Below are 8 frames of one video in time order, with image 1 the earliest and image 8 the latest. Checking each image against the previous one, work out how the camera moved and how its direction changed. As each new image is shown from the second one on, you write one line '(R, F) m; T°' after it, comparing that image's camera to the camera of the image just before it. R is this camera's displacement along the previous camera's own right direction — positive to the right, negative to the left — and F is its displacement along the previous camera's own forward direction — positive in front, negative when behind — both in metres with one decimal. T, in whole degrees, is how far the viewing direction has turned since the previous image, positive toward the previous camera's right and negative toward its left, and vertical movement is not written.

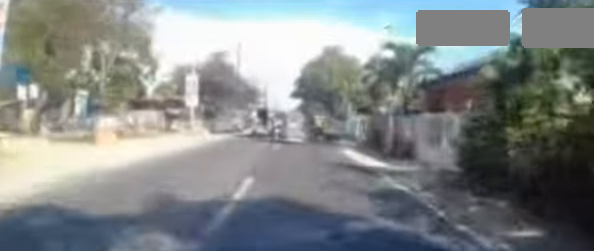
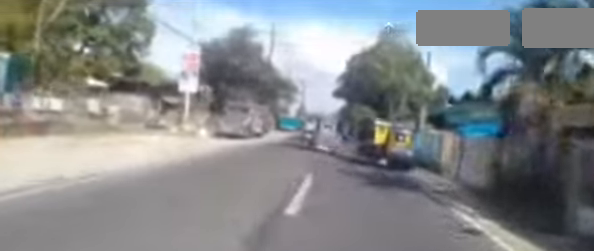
(0.0, +8.2) m; -1°
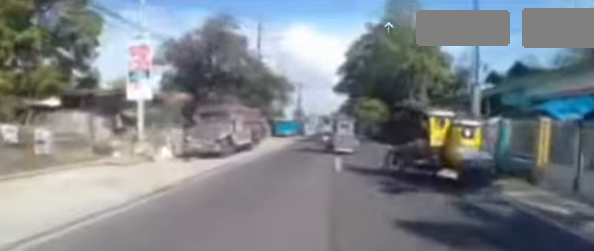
(0.0, +4.9) m; -3°
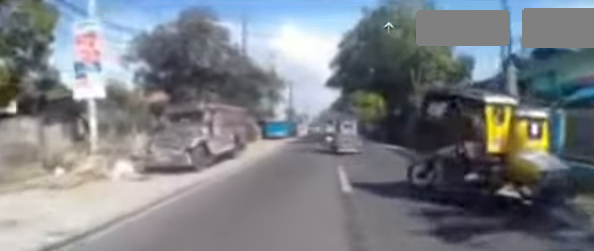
(-0.2, +2.5) m; +1°
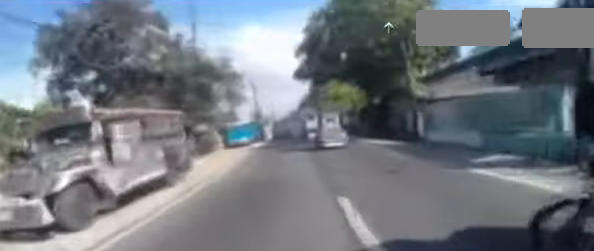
(-0.2, +4.0) m; +4°
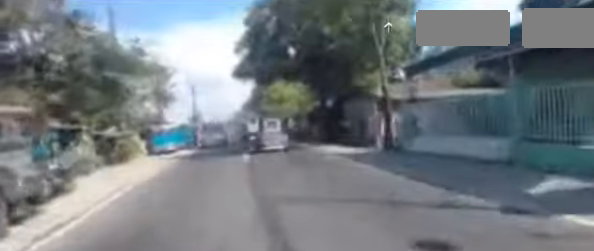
(+0.3, +3.4) m; +7°
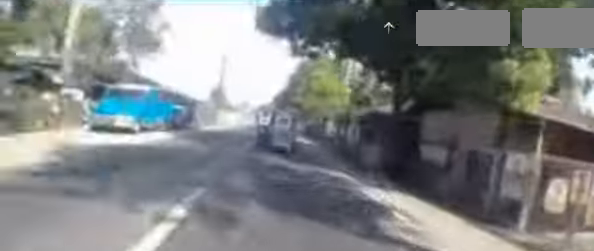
(+1.1, +8.6) m; 0°
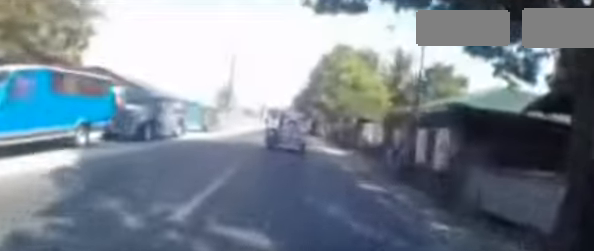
(-1.1, +7.2) m; 0°
